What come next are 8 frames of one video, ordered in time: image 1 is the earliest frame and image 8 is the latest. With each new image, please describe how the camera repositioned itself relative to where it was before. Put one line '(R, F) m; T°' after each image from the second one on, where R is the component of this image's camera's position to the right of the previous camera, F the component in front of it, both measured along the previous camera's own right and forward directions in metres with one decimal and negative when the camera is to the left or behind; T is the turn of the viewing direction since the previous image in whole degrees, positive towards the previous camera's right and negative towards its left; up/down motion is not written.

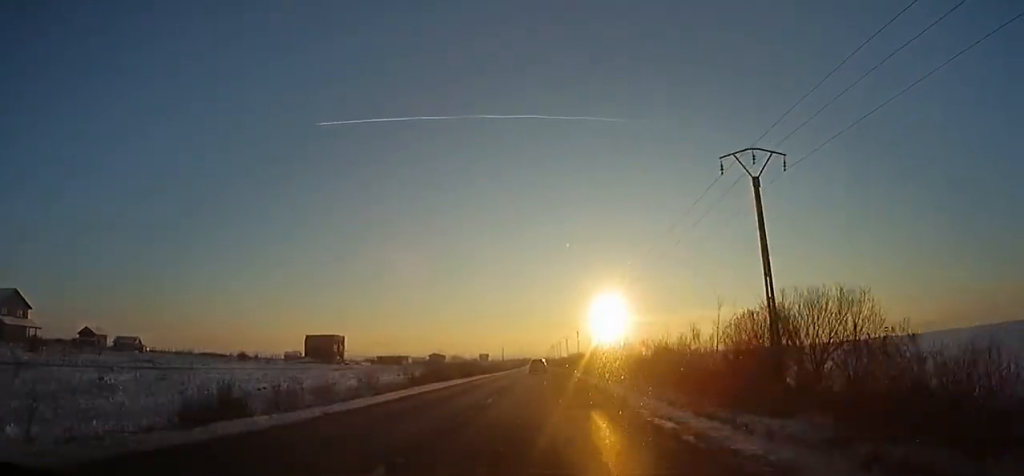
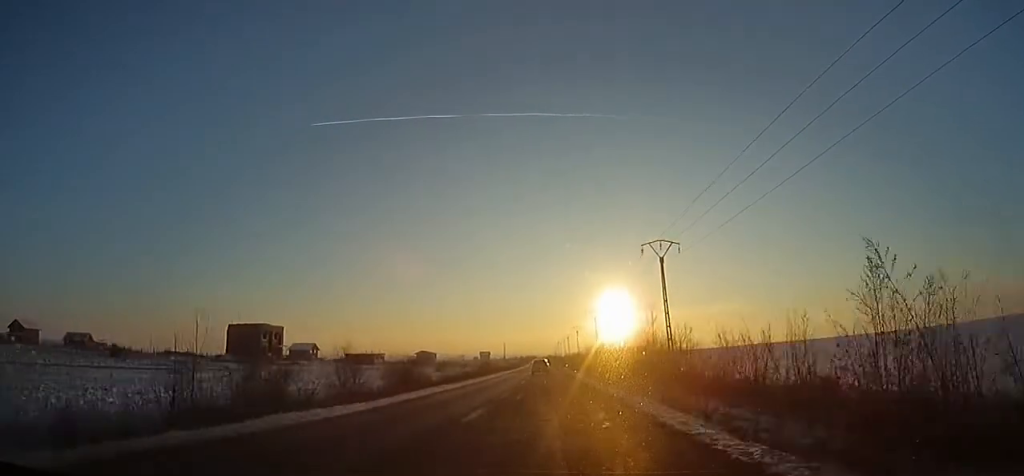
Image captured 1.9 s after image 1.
(-0.3, +38.4) m; +1°
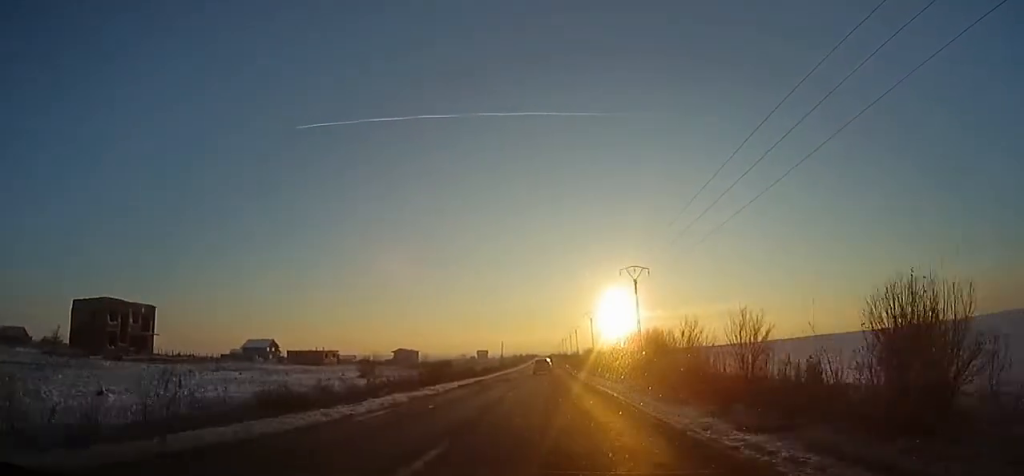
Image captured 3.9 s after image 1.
(+0.8, +41.0) m; +1°
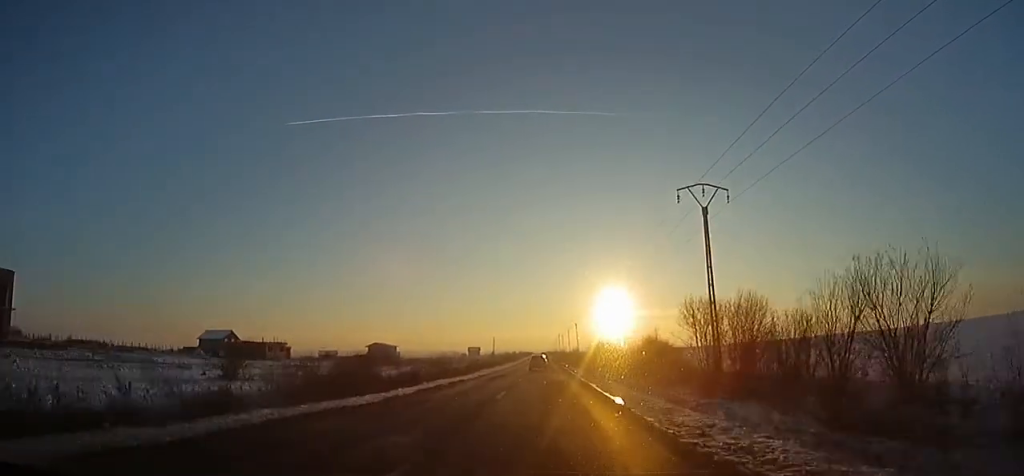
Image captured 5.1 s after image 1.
(+0.1, +25.3) m; 0°
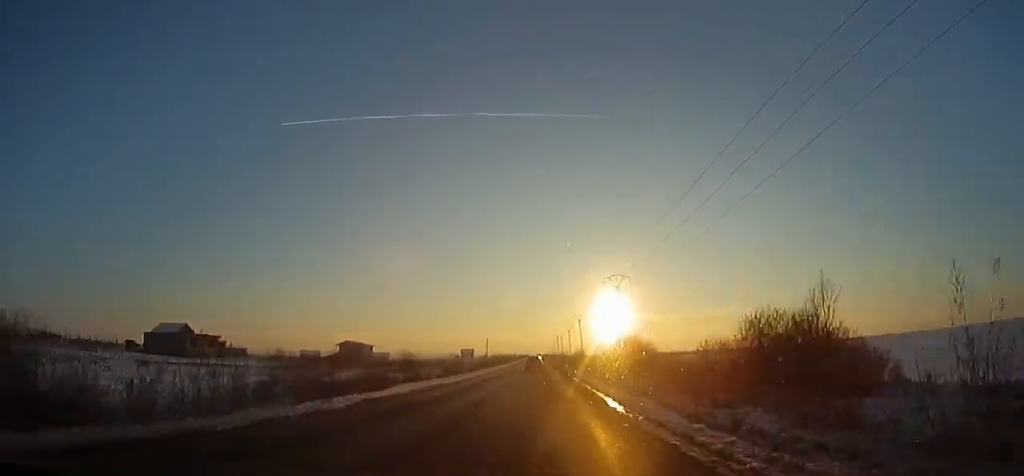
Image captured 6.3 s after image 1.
(-0.2, +23.9) m; 0°
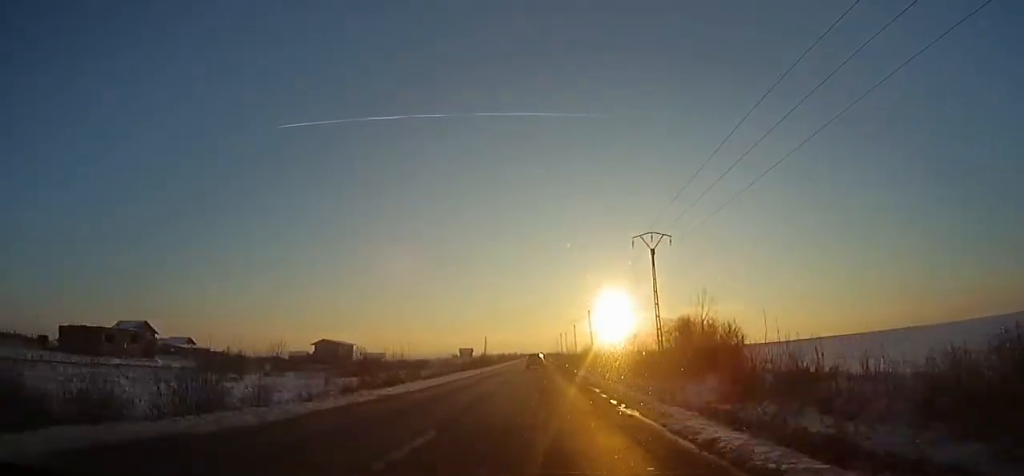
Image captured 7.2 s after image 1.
(+0.1, +19.7) m; 0°
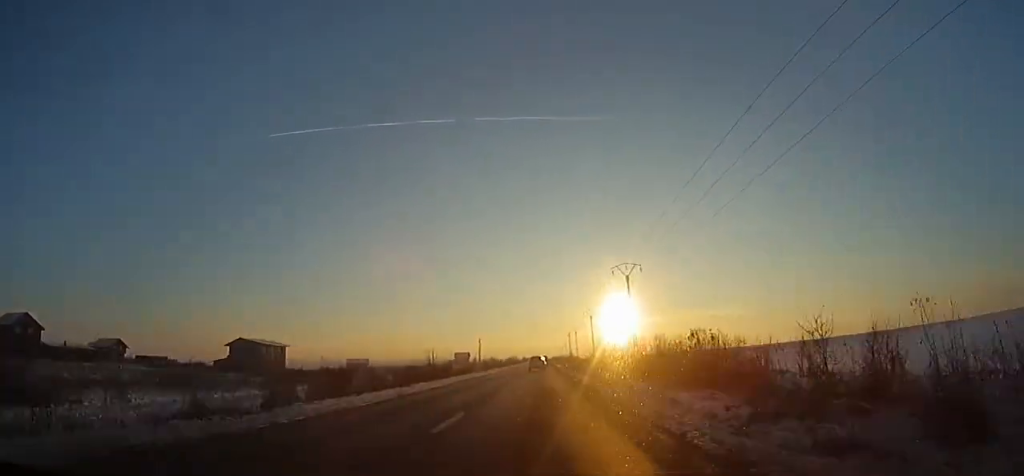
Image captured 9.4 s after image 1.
(-0.4, +43.4) m; -1°
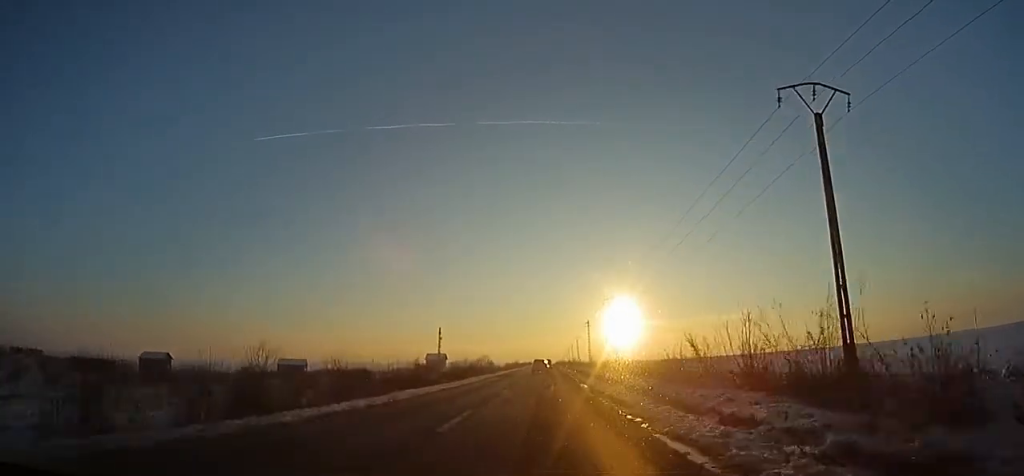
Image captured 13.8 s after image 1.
(-0.2, +90.6) m; -1°
